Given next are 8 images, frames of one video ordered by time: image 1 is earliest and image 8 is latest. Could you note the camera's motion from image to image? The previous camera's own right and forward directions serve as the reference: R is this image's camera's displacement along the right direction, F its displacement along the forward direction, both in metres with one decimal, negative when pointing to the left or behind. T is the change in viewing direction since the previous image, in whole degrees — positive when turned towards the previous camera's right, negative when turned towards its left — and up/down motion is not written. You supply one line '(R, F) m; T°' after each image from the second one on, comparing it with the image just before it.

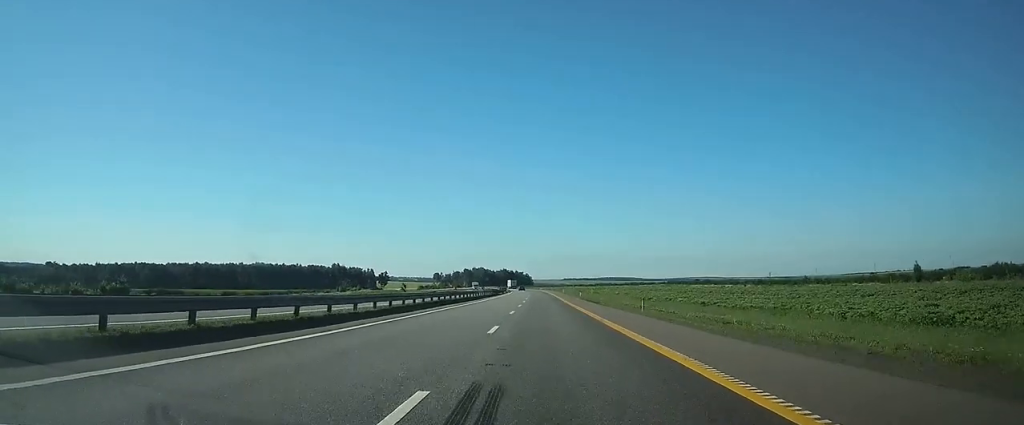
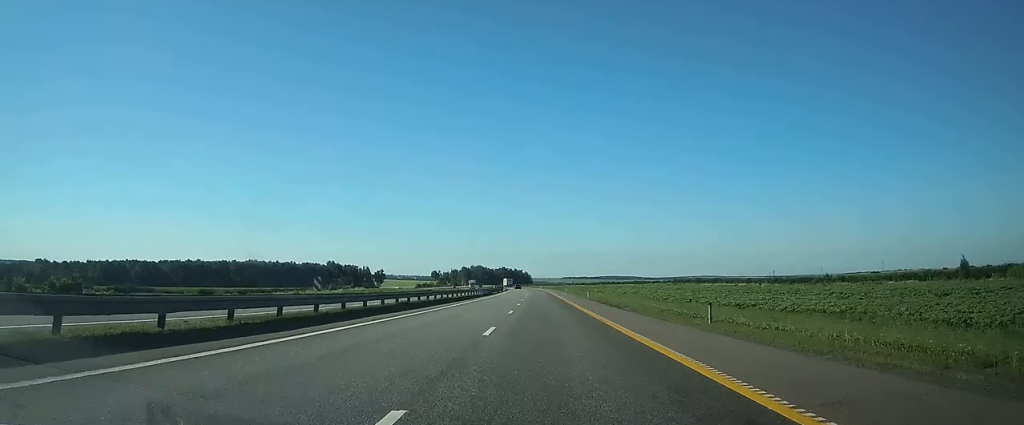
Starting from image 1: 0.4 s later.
(0.0, +13.3) m; 0°
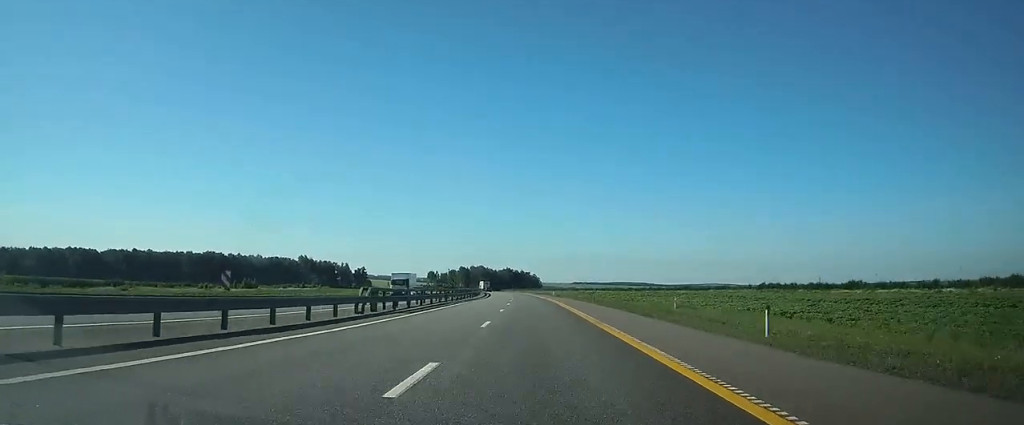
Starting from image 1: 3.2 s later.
(+0.3, +93.1) m; 0°
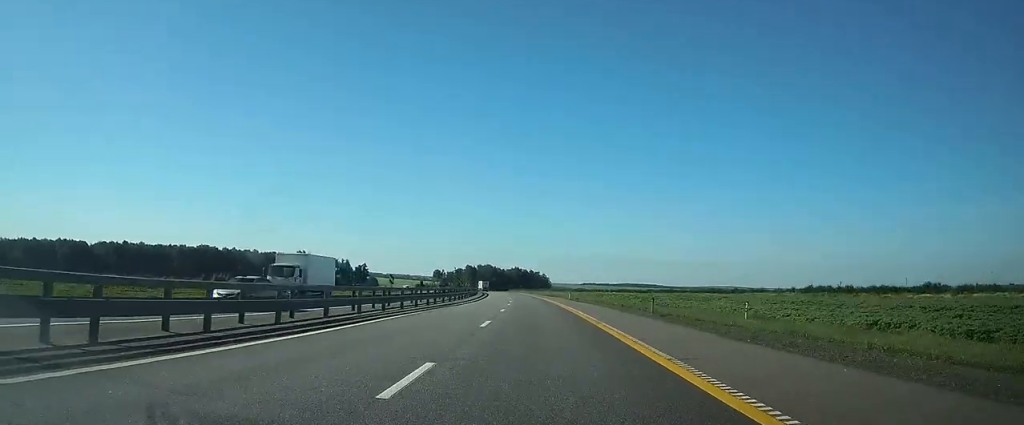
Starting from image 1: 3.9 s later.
(0.0, +24.4) m; -1°
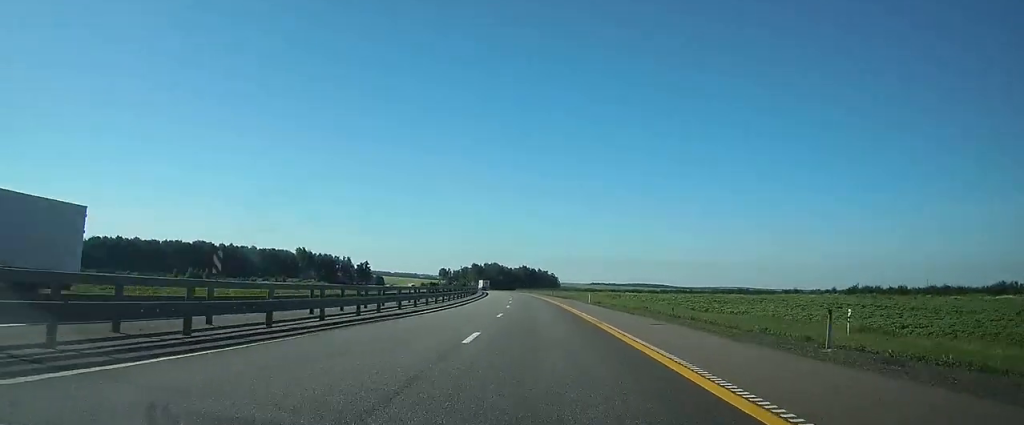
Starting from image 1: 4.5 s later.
(-0.1, +17.7) m; -1°
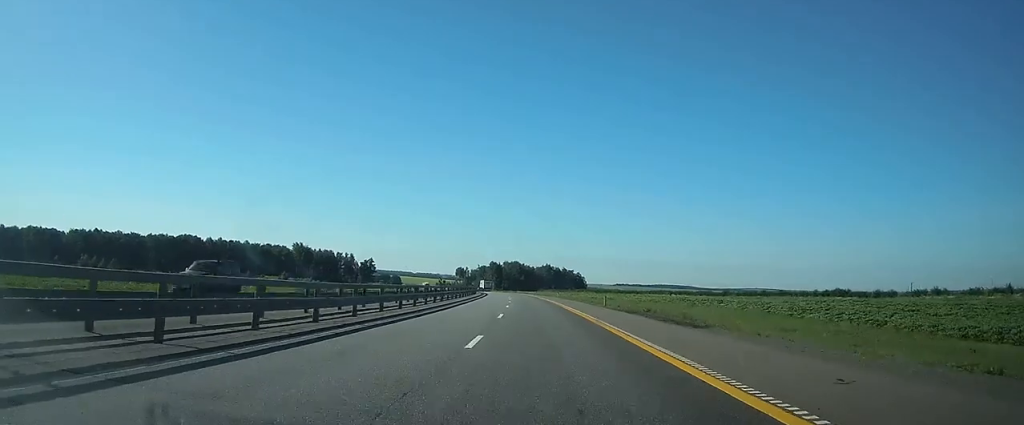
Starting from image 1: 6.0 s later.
(-1.0, +49.6) m; -2°
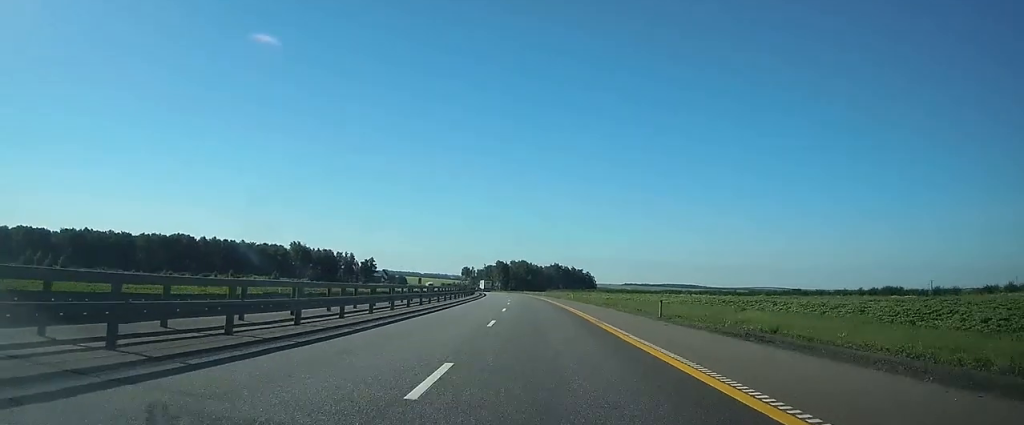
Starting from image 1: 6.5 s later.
(-0.1, +17.7) m; -1°
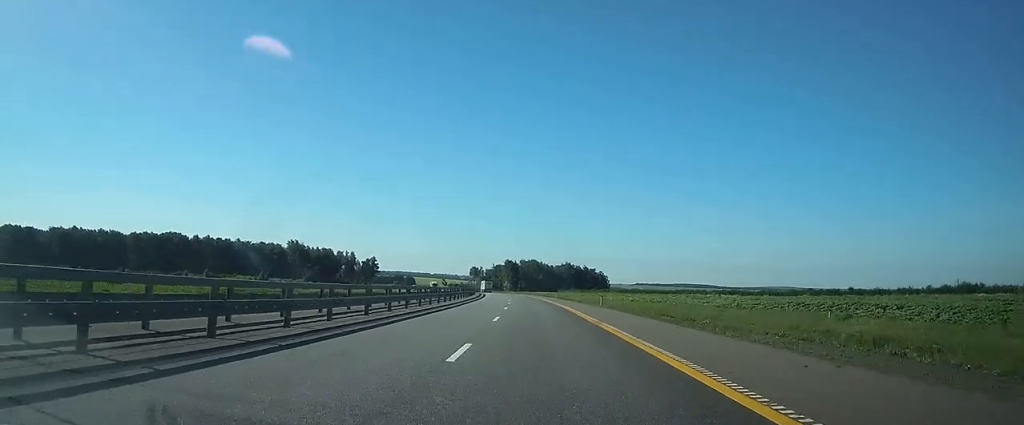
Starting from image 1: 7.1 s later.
(-0.1, +21.0) m; -1°
